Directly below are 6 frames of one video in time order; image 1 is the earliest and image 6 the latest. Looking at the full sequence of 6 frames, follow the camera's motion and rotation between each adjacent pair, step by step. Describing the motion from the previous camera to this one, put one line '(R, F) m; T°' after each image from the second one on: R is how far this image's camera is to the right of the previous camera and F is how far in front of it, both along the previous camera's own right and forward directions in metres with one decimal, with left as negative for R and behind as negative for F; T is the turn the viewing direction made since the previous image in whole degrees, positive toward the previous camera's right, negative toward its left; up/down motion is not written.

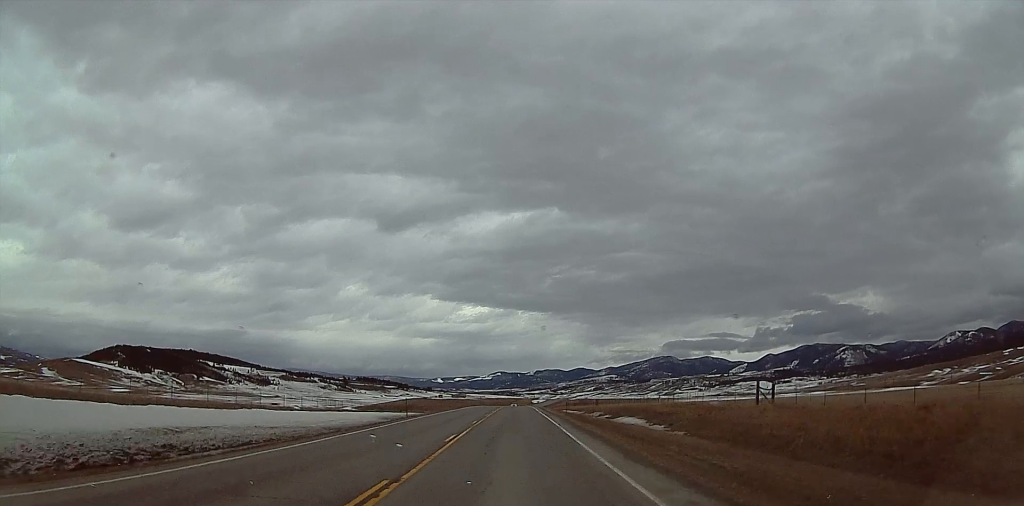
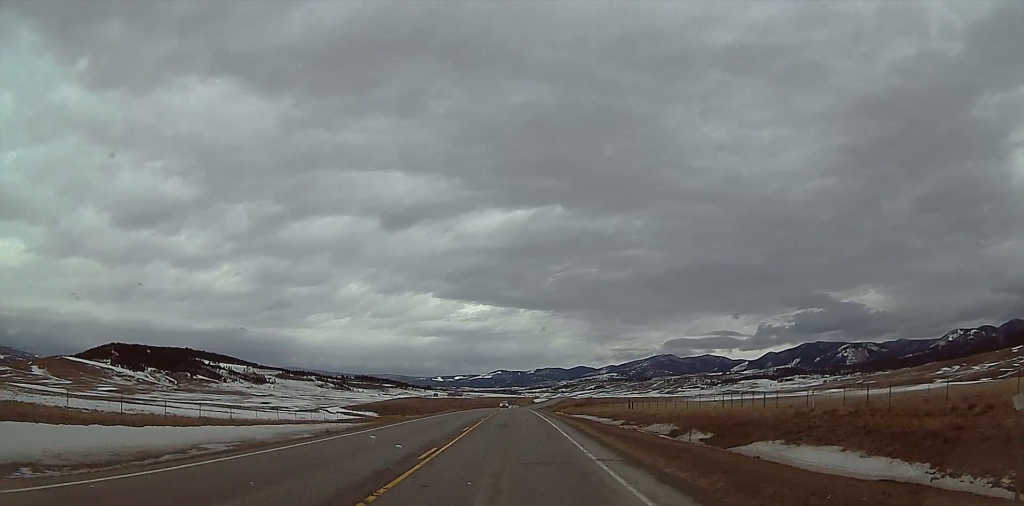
(+0.3, +41.6) m; +1°
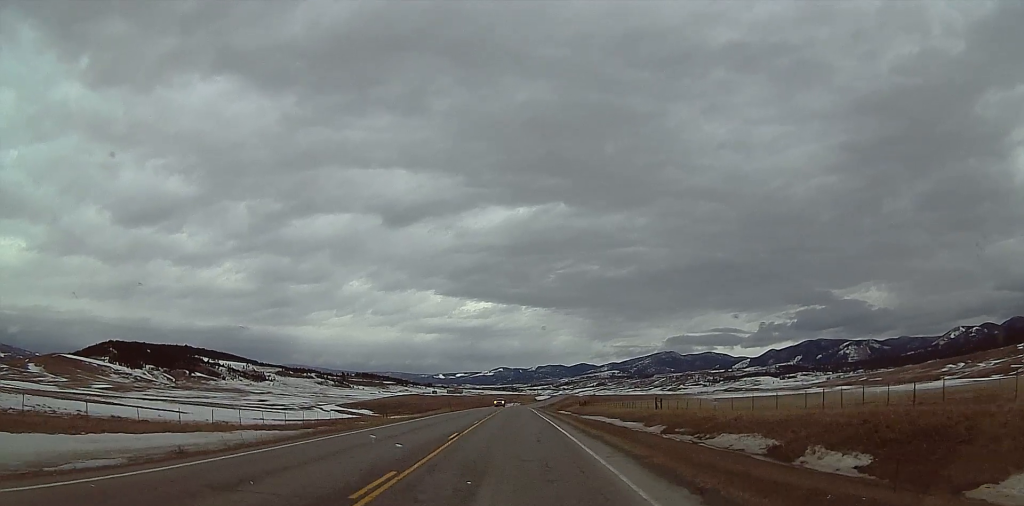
(0.0, +18.3) m; 0°
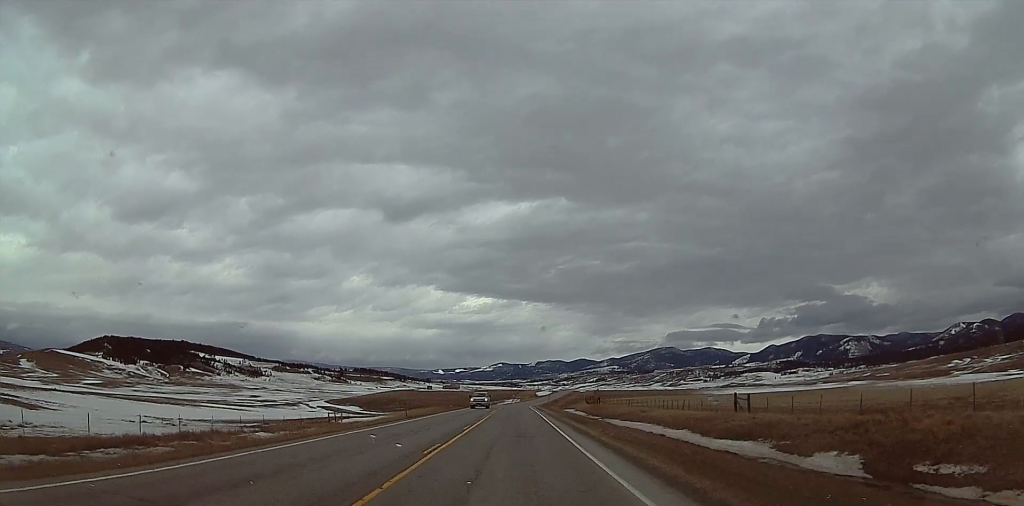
(-0.2, +29.8) m; 0°
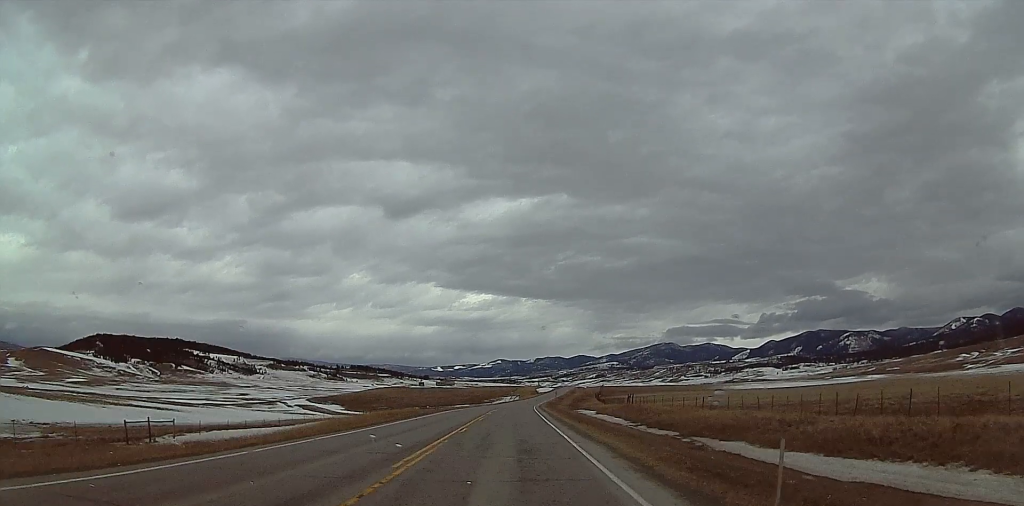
(0.0, +40.5) m; 0°
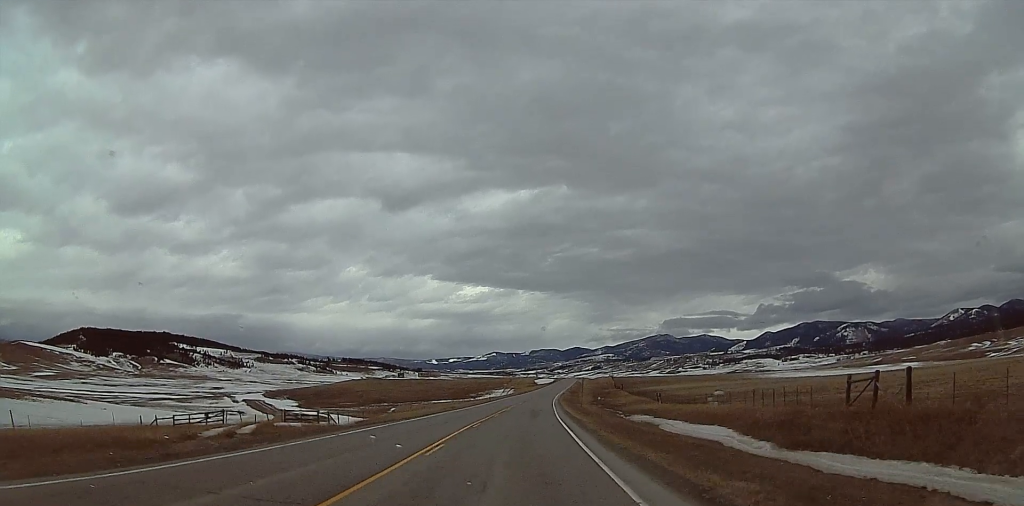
(0.0, +70.2) m; 0°
